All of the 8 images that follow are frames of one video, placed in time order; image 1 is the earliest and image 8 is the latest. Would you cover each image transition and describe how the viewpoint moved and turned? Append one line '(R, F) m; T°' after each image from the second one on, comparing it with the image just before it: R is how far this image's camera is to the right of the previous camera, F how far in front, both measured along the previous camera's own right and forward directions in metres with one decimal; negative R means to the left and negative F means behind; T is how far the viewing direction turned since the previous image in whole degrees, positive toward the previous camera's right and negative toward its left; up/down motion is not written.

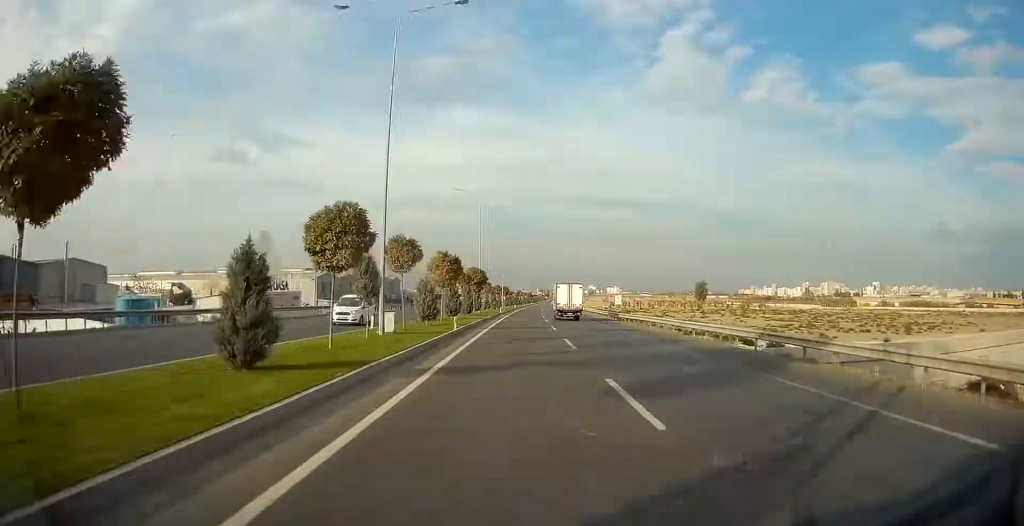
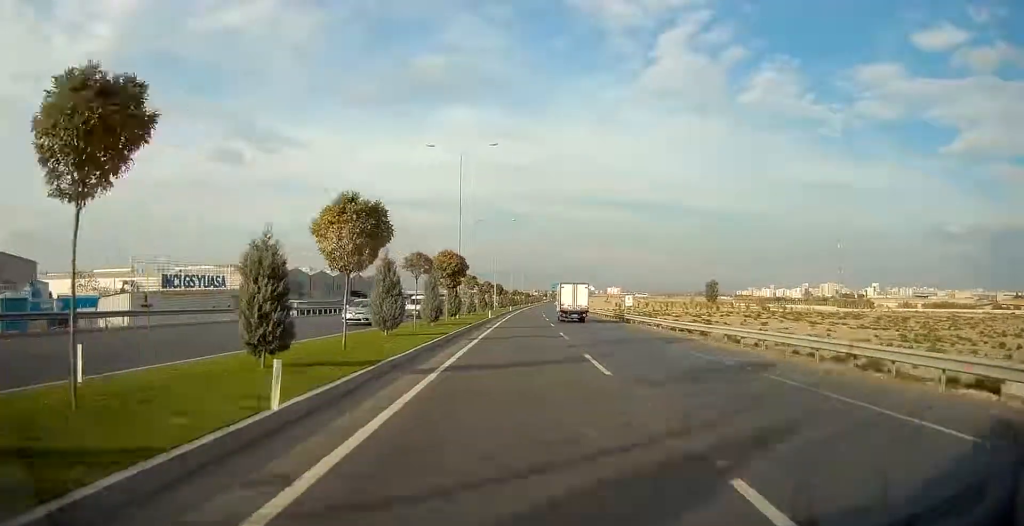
(0.0, +18.5) m; 0°
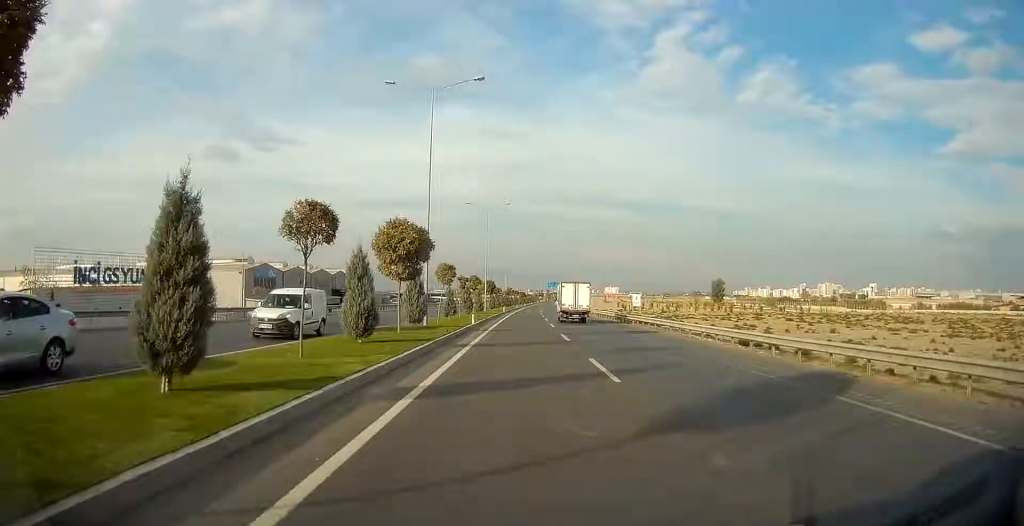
(+0.1, +13.0) m; 0°
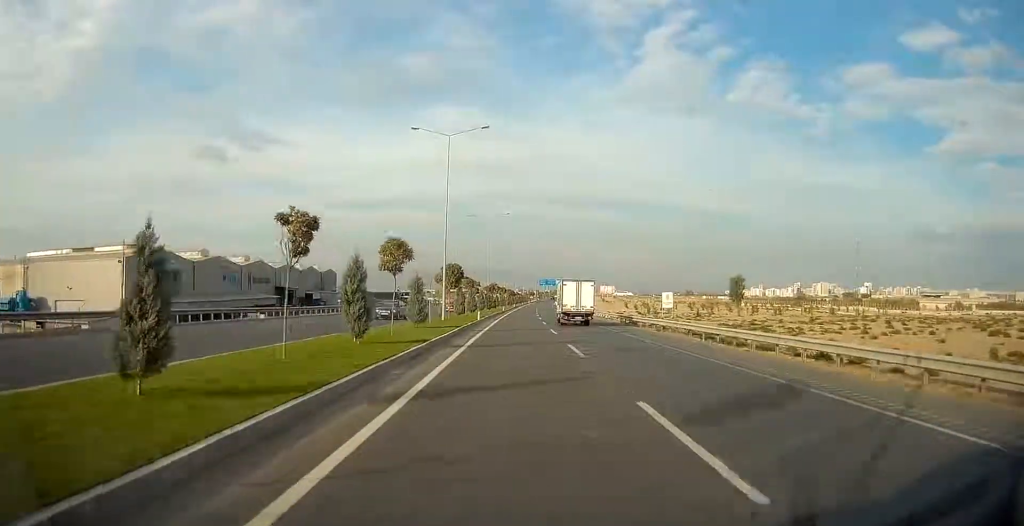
(+0.3, +30.6) m; +1°
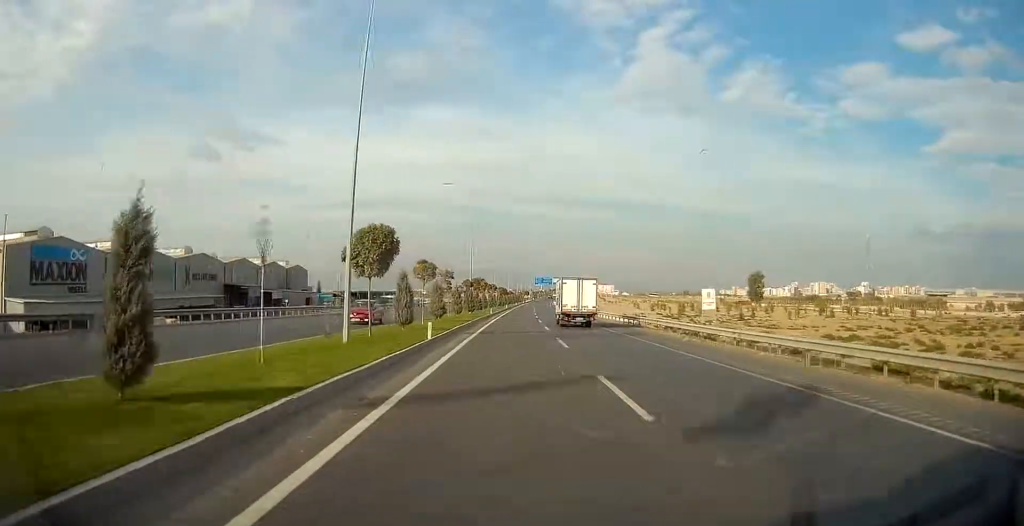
(+0.2, +20.5) m; 0°
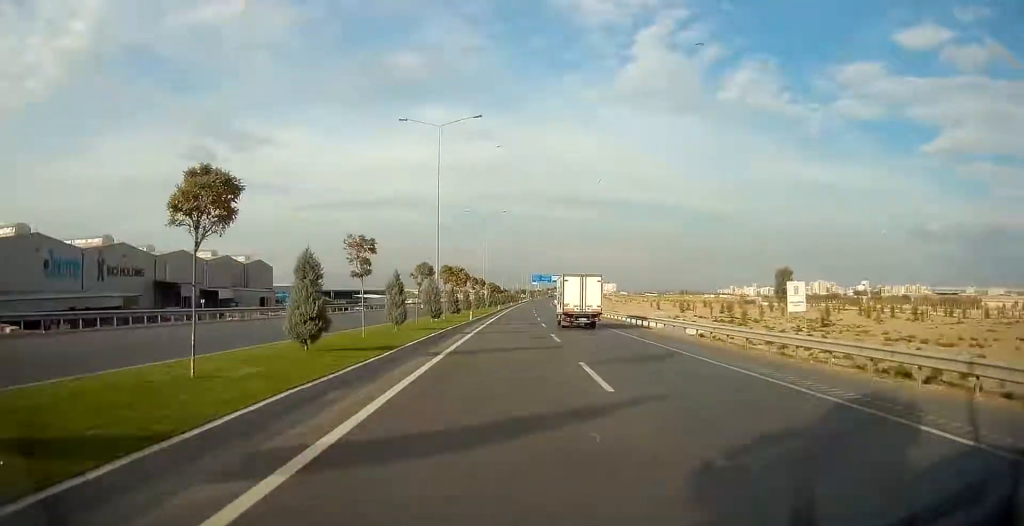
(0.0, +21.7) m; +1°
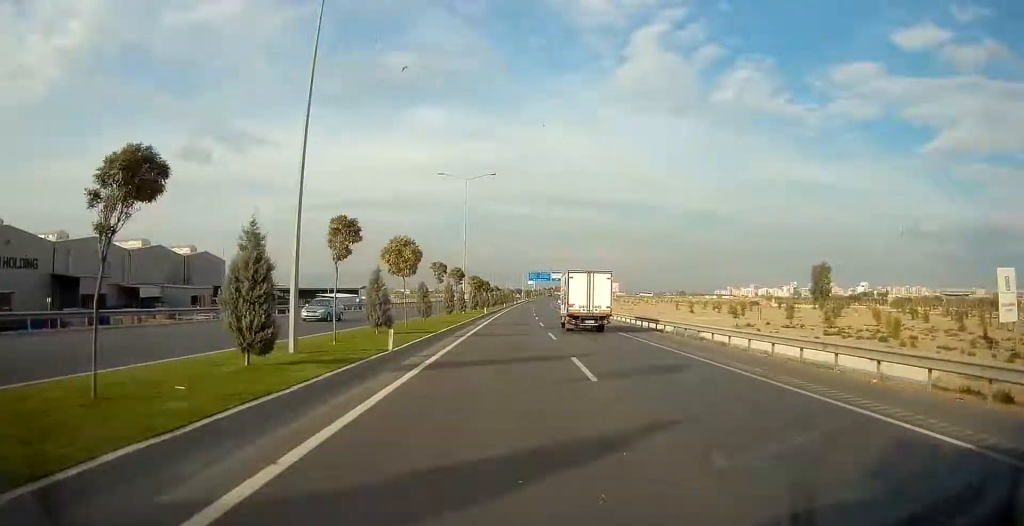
(+0.3, +22.6) m; +1°
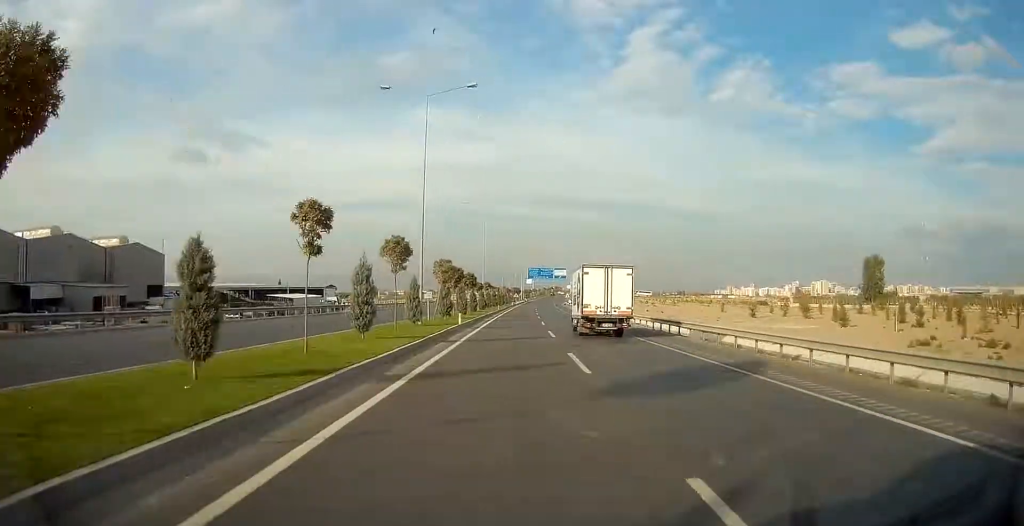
(+0.1, +22.6) m; 0°
